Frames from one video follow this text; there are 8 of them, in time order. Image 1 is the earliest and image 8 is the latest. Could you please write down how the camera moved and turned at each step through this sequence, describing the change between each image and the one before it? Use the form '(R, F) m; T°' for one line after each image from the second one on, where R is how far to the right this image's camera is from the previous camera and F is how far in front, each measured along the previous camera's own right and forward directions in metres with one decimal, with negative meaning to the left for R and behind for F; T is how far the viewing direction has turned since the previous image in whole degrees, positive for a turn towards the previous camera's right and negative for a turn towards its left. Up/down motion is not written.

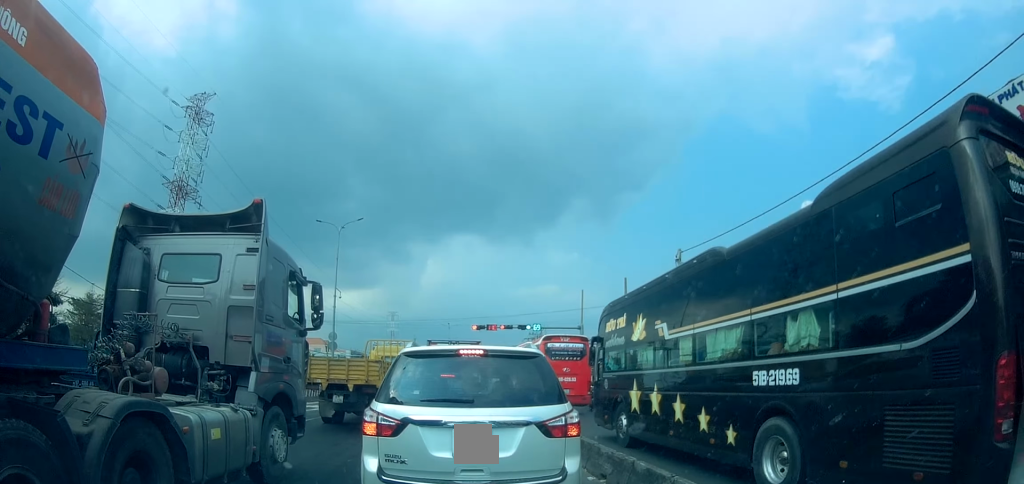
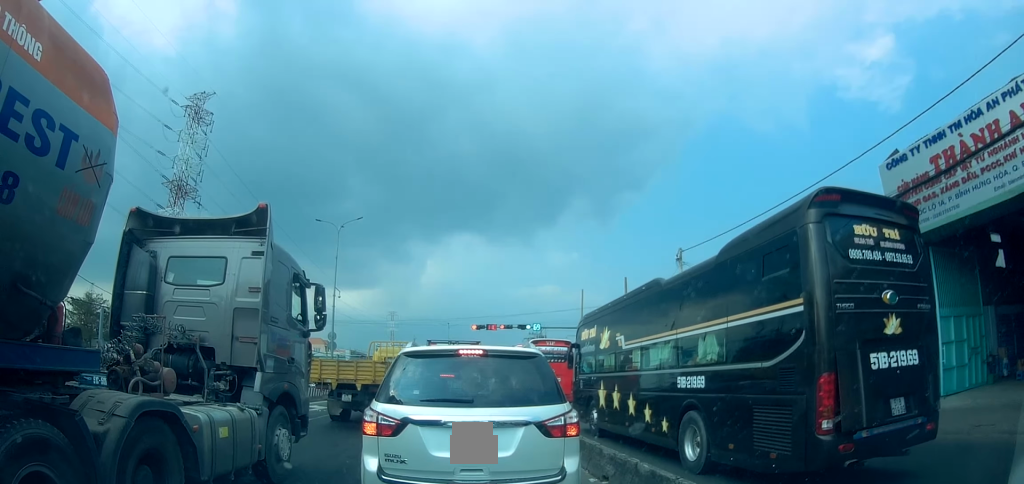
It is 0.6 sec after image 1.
(0.0, 0.0) m; 0°
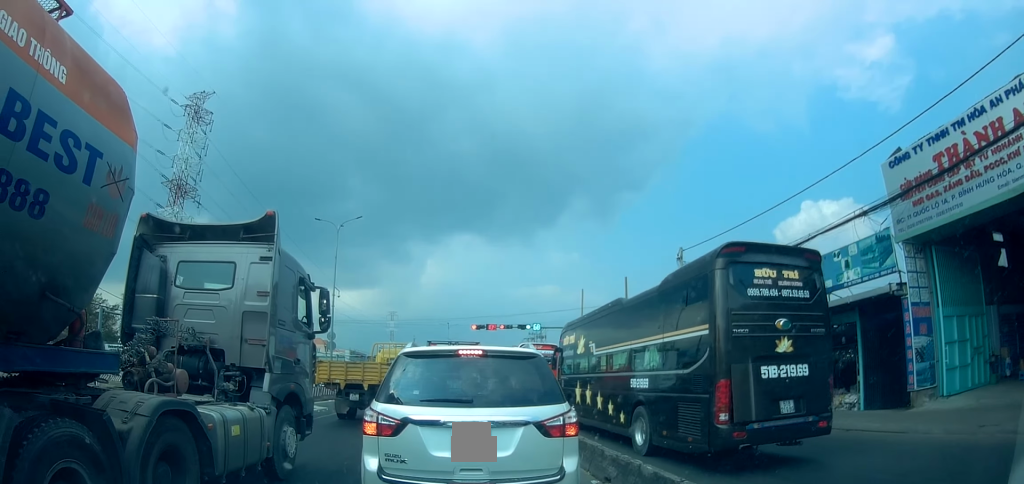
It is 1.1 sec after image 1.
(0.0, 0.0) m; 0°
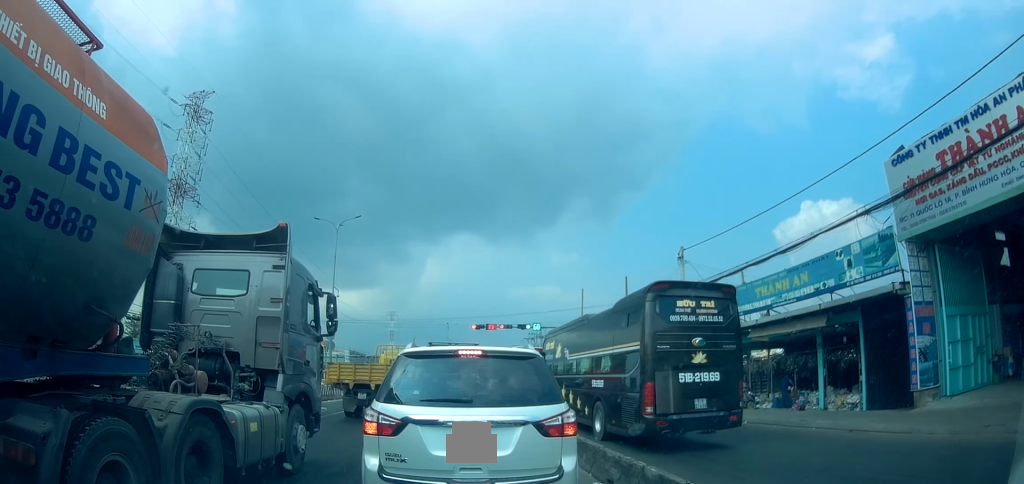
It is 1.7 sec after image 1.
(0.0, +0.1) m; 0°
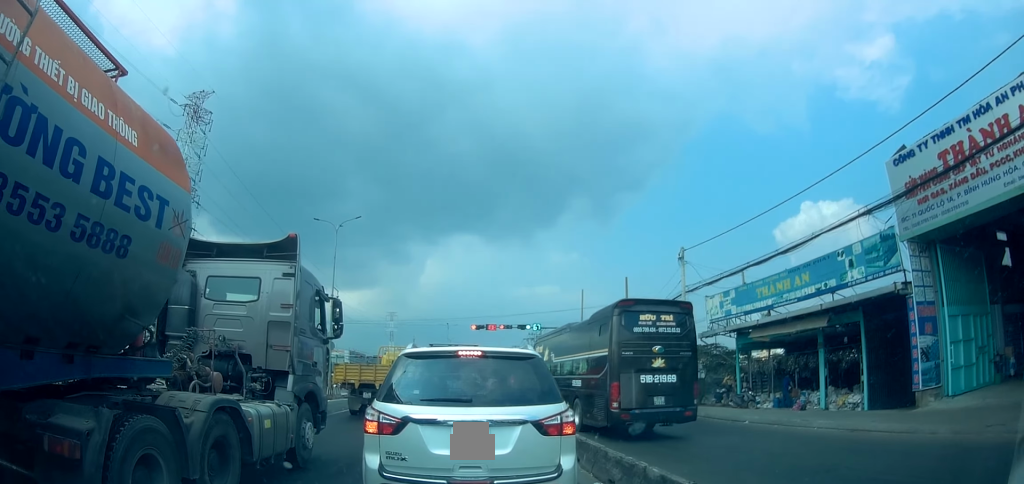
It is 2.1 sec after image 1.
(0.0, +0.1) m; 0°
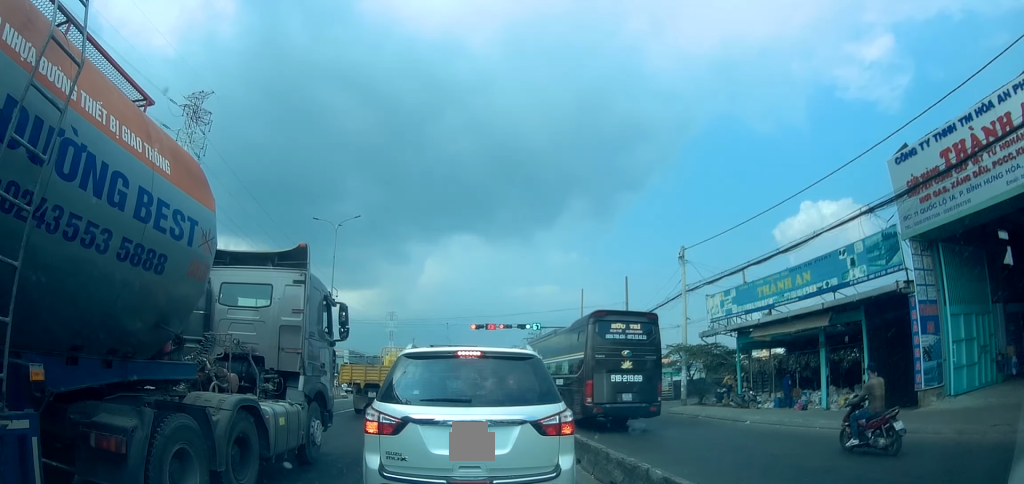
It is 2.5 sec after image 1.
(0.0, +0.1) m; 0°
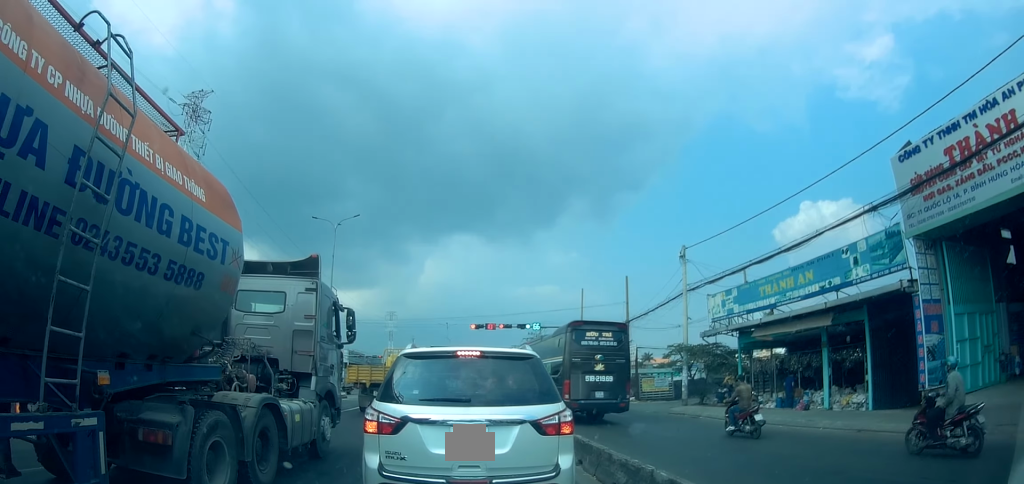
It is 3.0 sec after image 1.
(0.0, +0.2) m; 0°
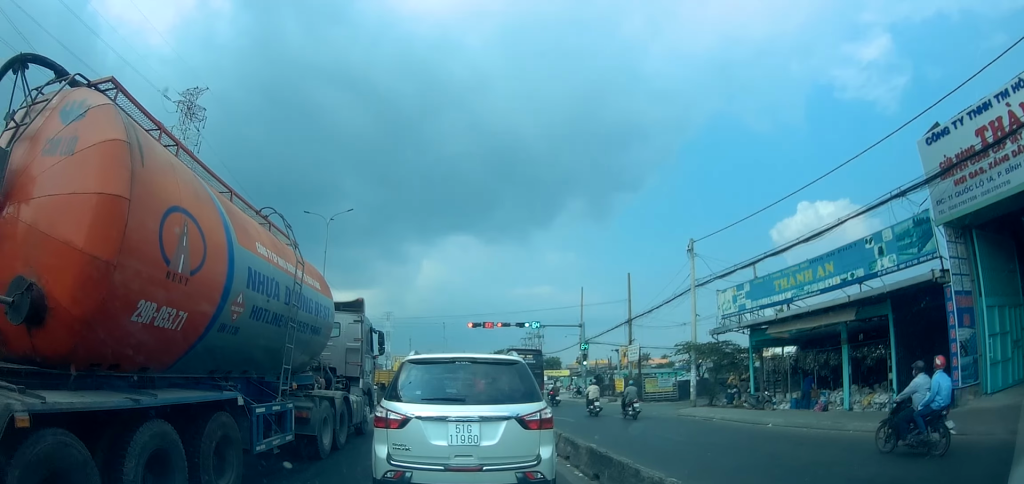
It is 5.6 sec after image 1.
(0.0, +1.9) m; 0°
